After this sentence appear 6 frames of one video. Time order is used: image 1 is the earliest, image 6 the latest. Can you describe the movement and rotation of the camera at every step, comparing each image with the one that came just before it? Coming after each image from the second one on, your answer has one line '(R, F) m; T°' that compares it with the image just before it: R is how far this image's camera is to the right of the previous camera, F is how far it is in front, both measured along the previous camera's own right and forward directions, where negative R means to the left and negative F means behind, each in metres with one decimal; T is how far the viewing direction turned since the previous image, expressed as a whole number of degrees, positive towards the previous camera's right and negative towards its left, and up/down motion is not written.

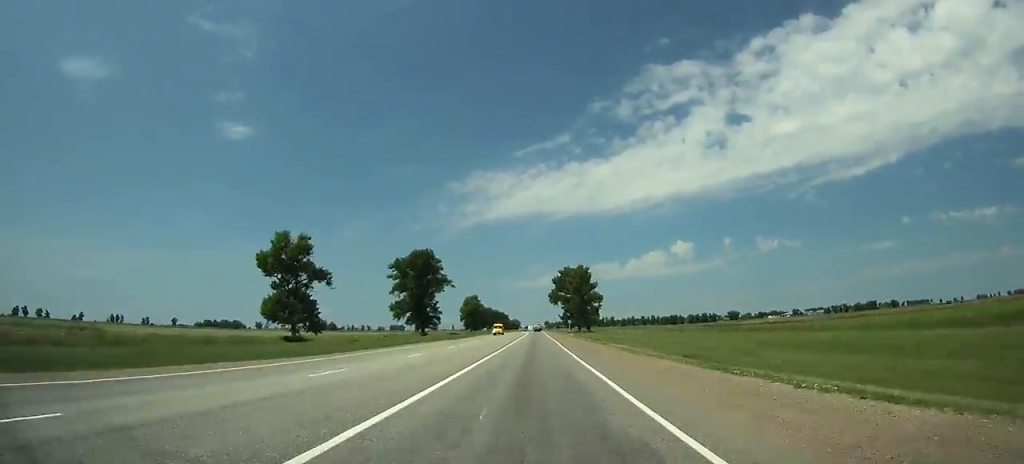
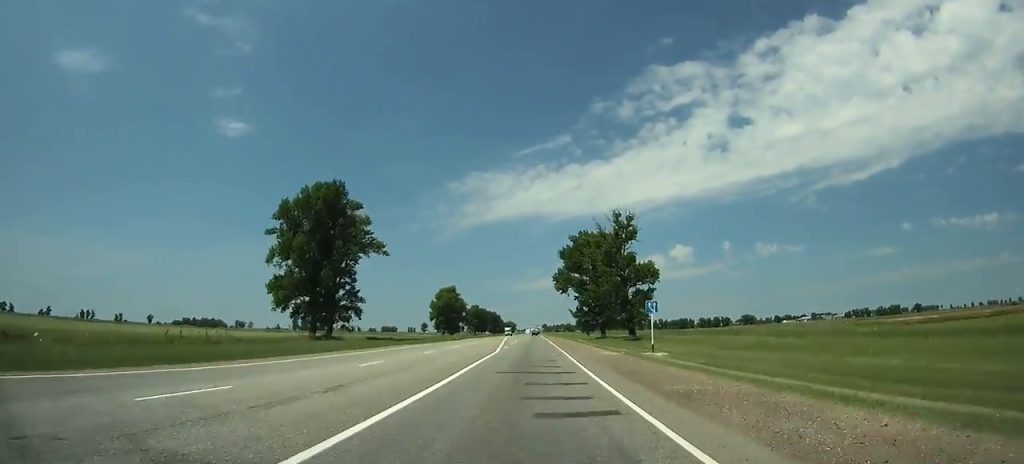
(+0.2, +89.0) m; 0°
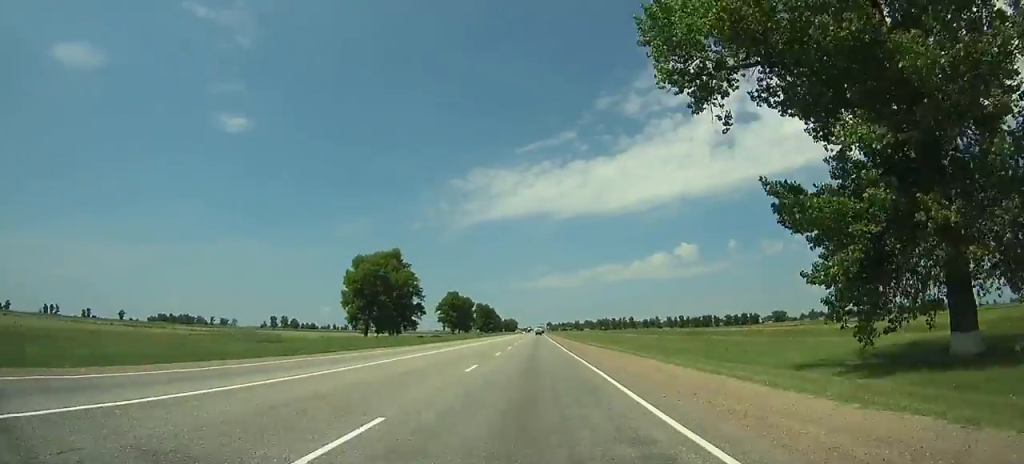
(-0.2, +121.8) m; 0°
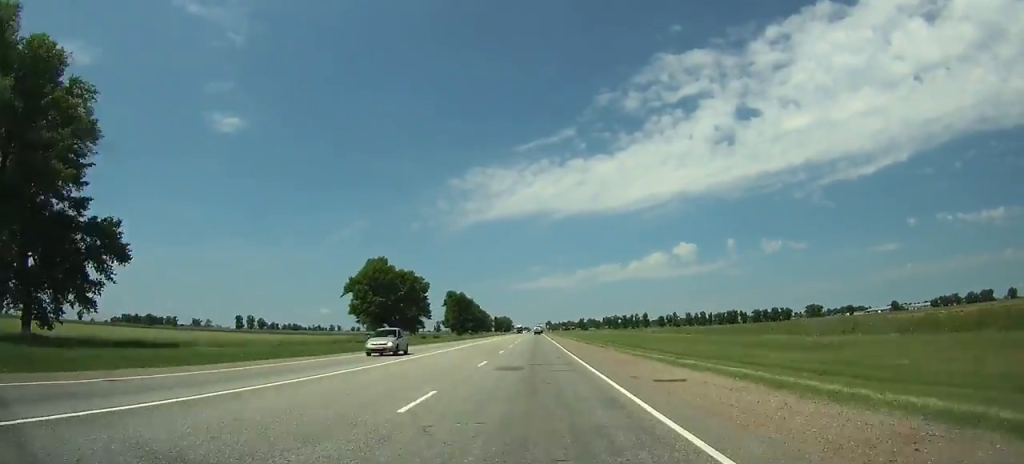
(+0.1, +126.8) m; 0°
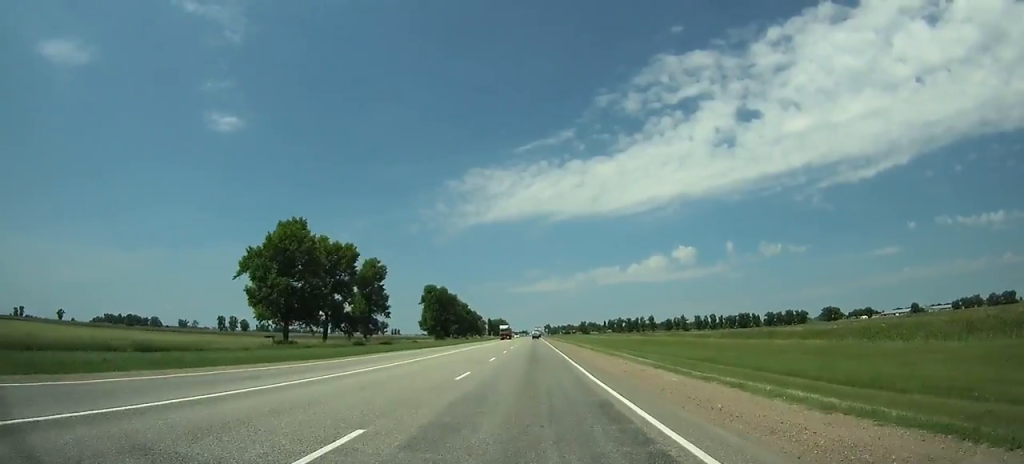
(0.0, +52.4) m; 0°
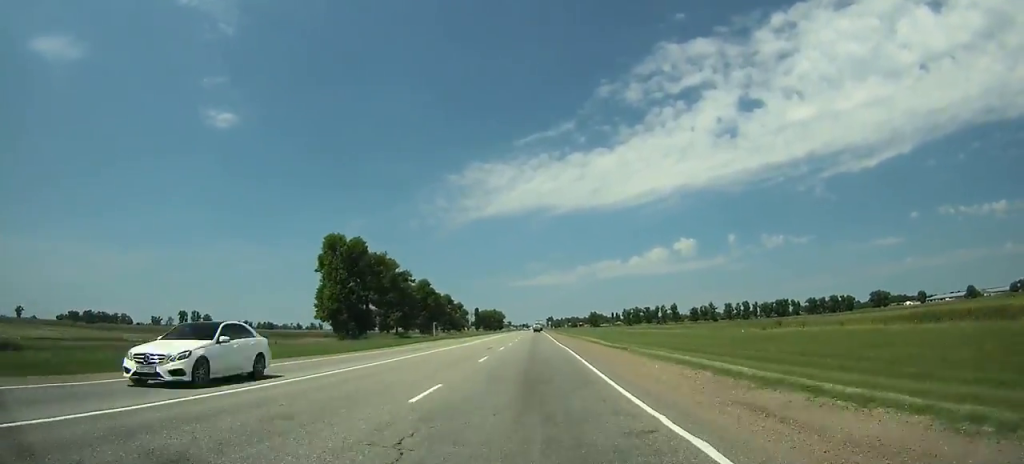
(+0.1, +114.2) m; 0°
